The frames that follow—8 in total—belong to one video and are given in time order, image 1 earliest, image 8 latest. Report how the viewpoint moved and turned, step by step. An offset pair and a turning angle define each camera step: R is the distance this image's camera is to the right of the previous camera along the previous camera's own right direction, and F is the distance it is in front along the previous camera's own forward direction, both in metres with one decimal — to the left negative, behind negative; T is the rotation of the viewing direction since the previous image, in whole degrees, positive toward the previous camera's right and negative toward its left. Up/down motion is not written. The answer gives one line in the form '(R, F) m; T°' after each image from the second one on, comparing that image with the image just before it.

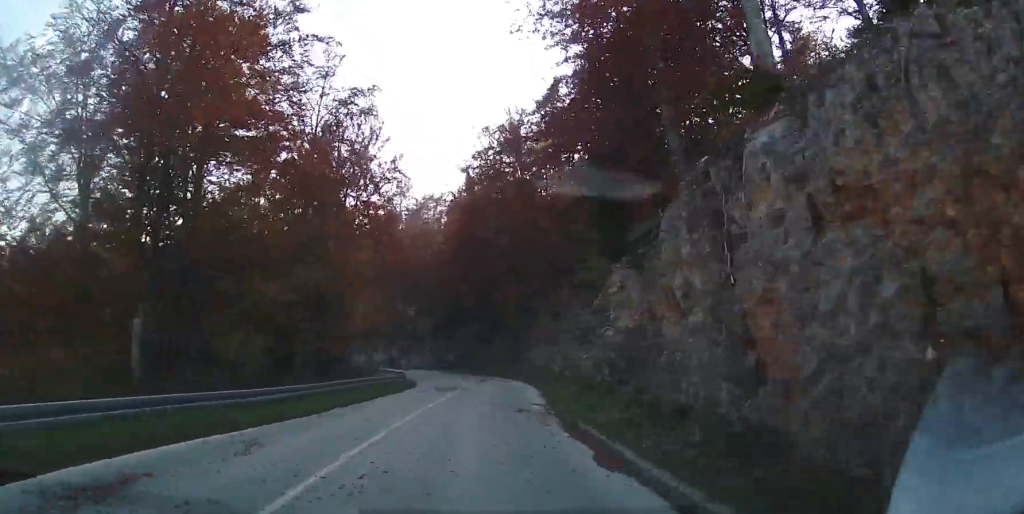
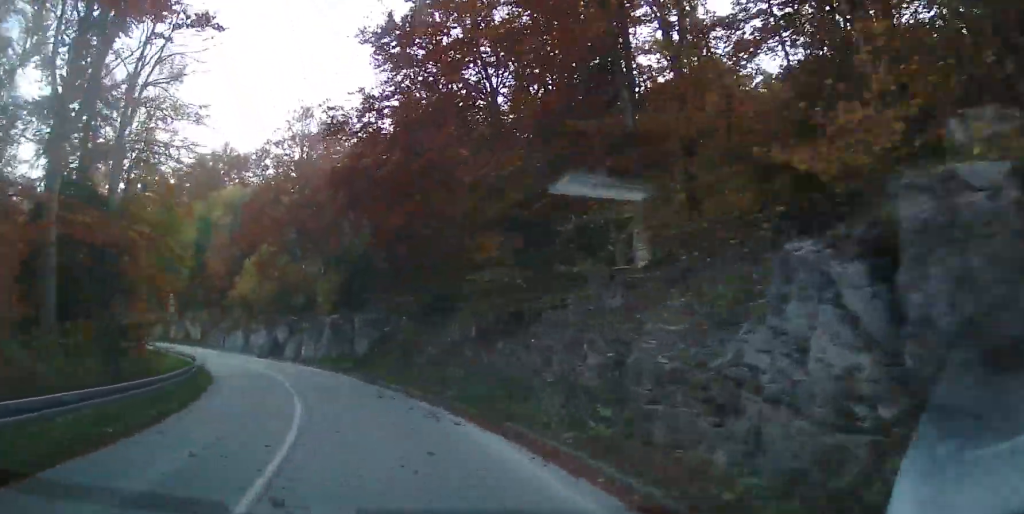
(+2.9, +36.1) m; +2°
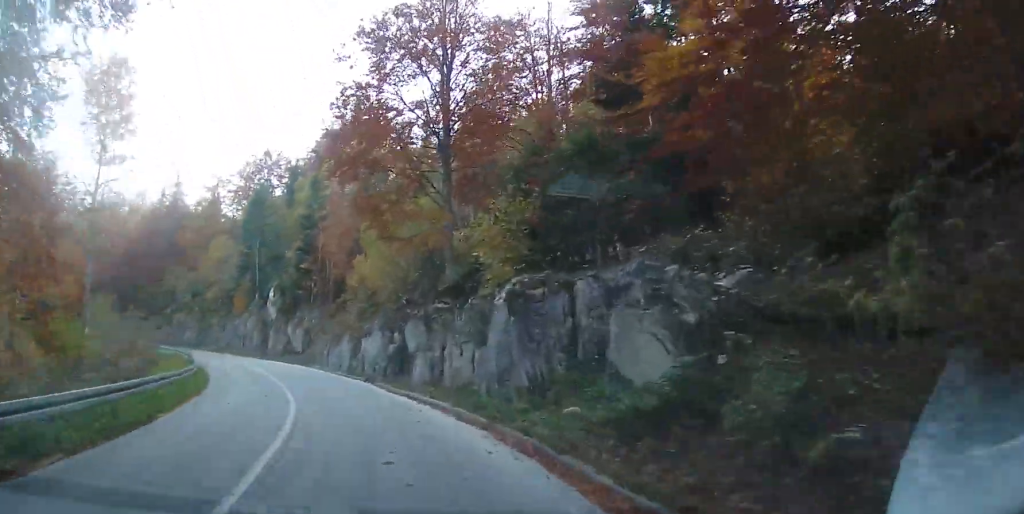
(-2.1, +22.7) m; -17°
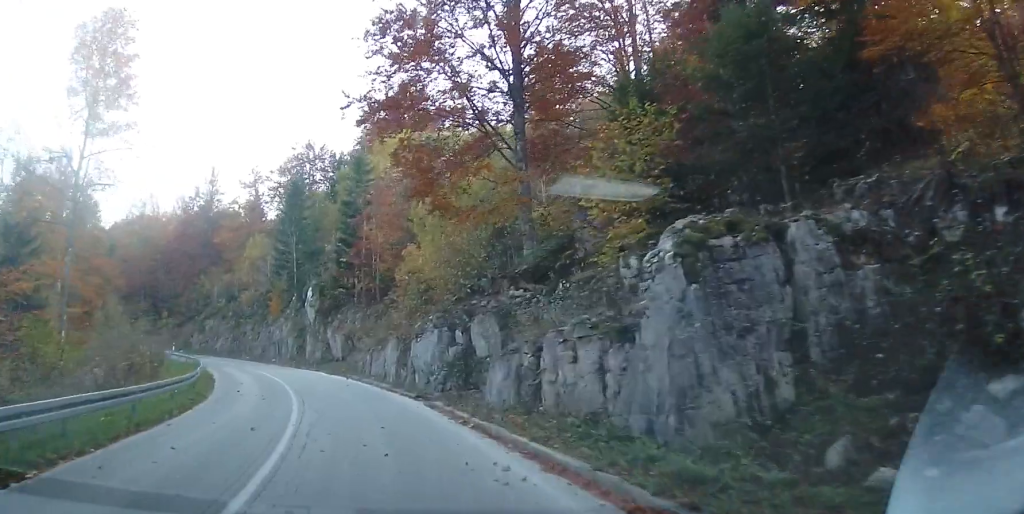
(-0.8, +6.8) m; -5°
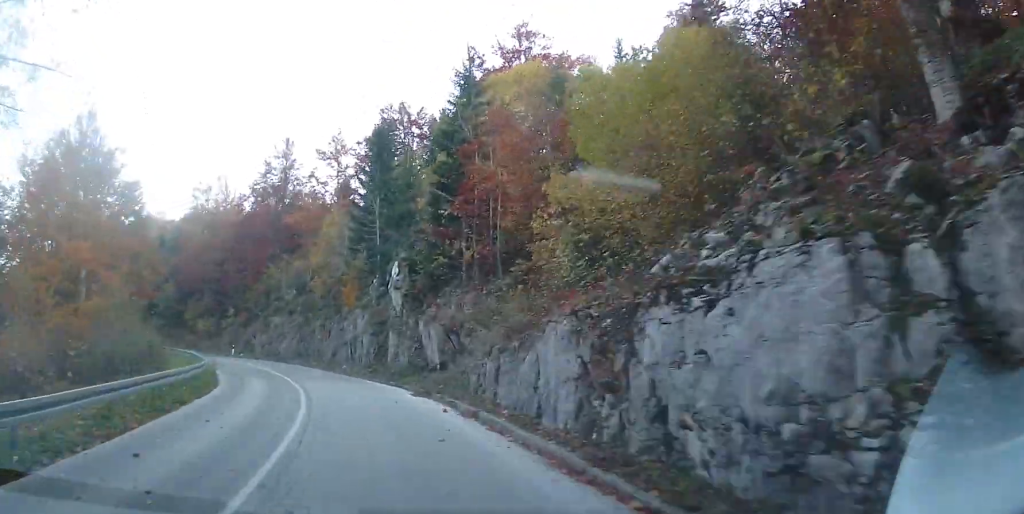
(-1.4, +14.4) m; -10°
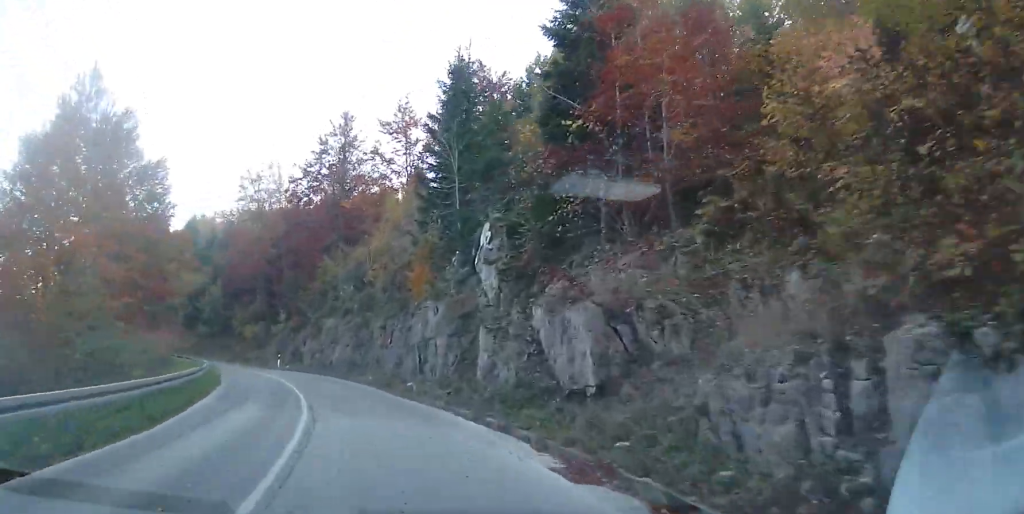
(-0.2, +10.9) m; -8°
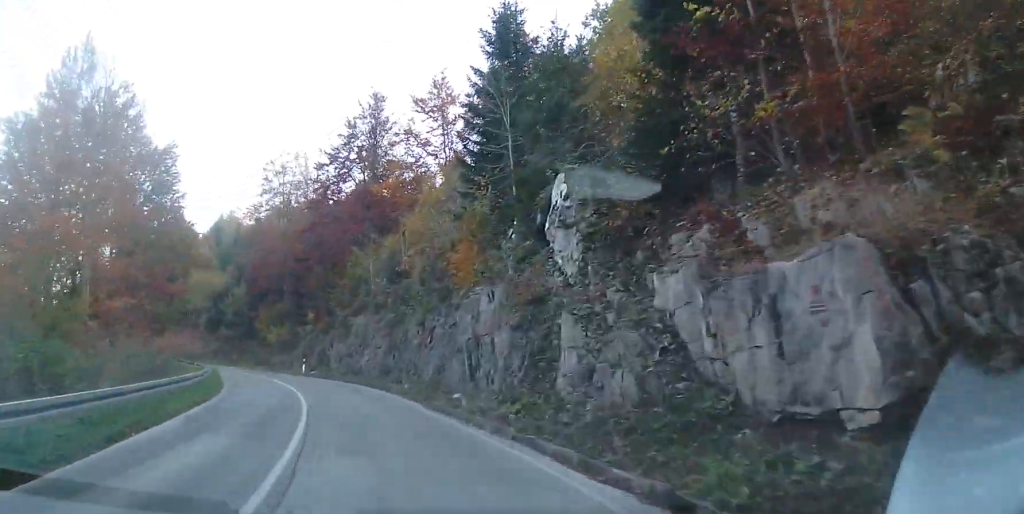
(-0.4, +5.6) m; -6°
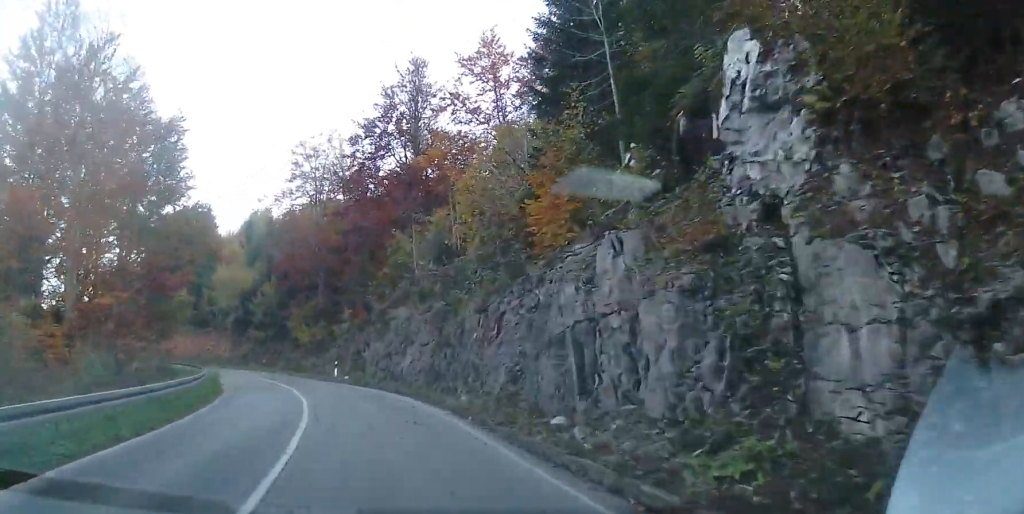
(-0.2, +6.9) m; -7°
